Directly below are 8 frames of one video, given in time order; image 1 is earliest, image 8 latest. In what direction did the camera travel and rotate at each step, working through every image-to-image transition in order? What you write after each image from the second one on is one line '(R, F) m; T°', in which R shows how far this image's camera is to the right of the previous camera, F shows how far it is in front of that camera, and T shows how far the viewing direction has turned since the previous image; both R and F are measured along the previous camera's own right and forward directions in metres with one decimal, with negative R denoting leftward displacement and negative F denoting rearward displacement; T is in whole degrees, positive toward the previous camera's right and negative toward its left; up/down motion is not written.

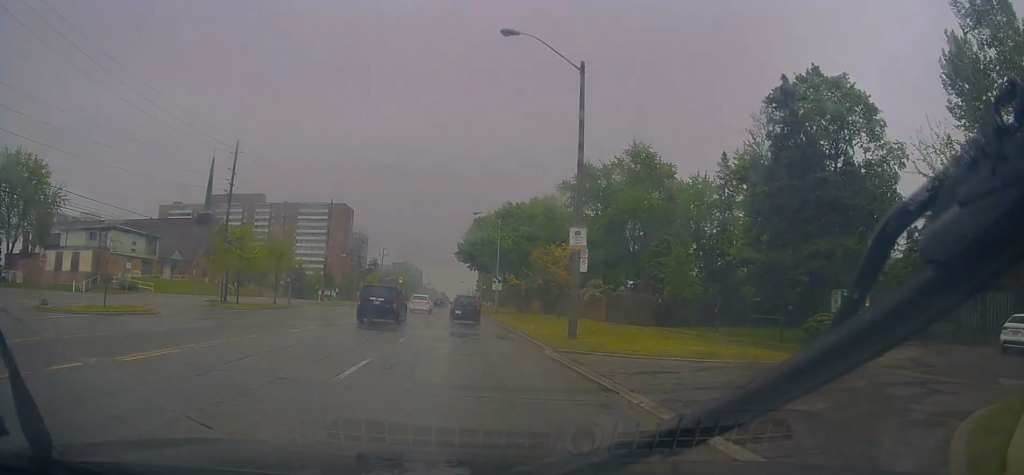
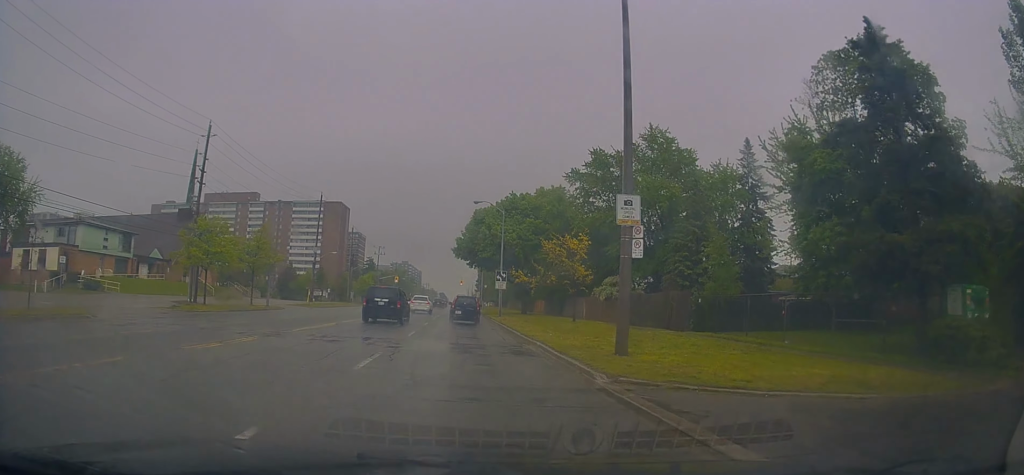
(+0.3, +6.1) m; +2°
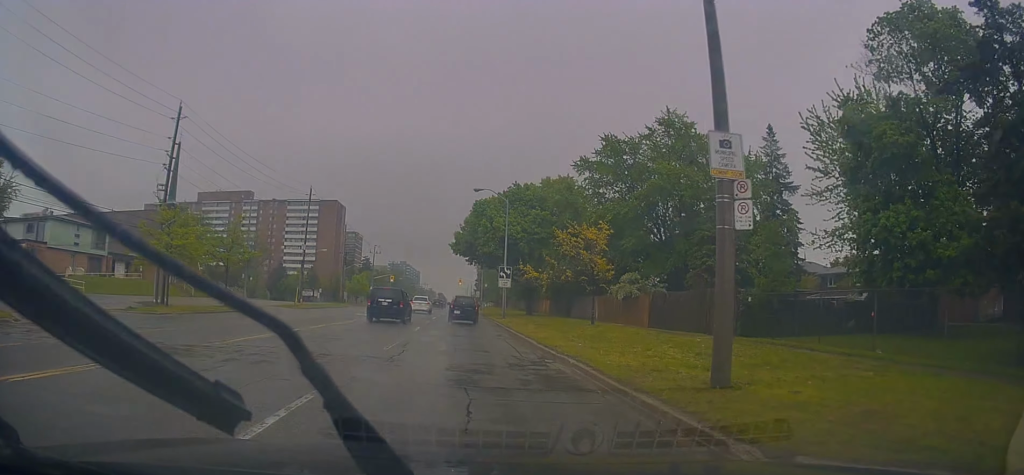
(0.0, +5.7) m; 0°
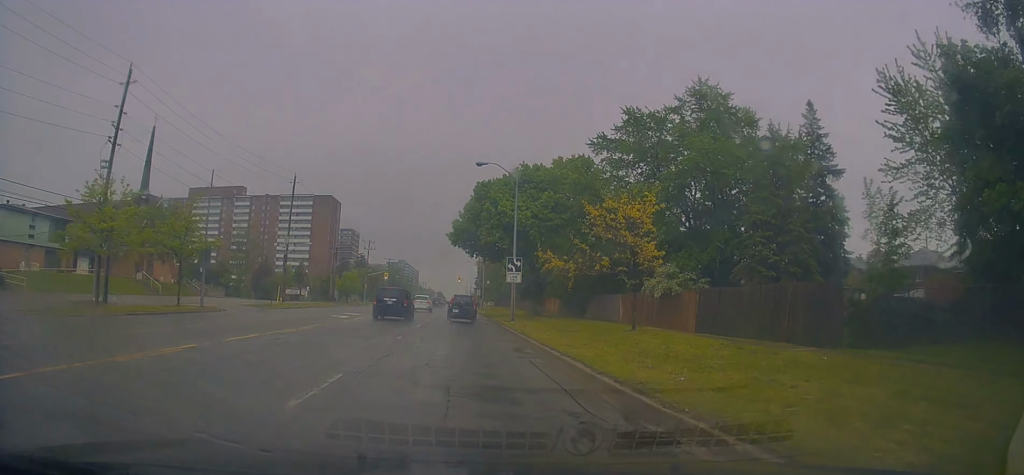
(0.0, +7.8) m; -1°
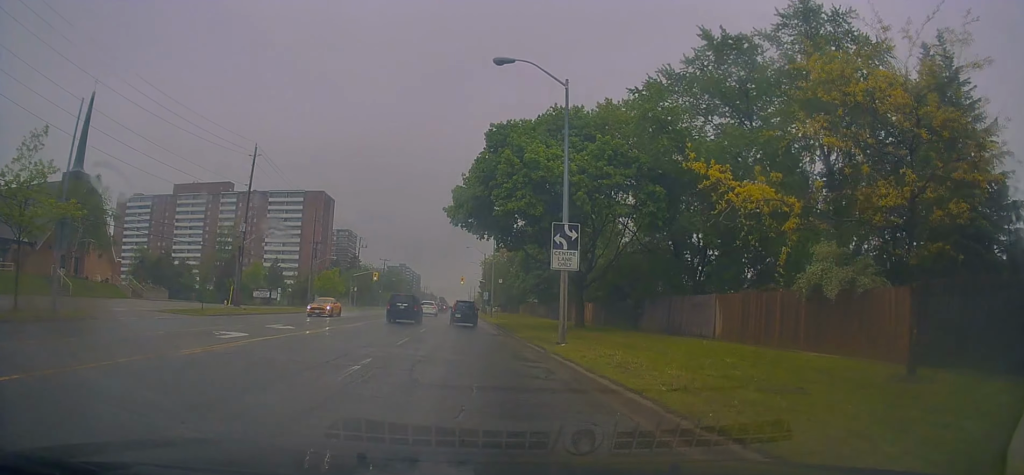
(-0.5, +16.1) m; -2°
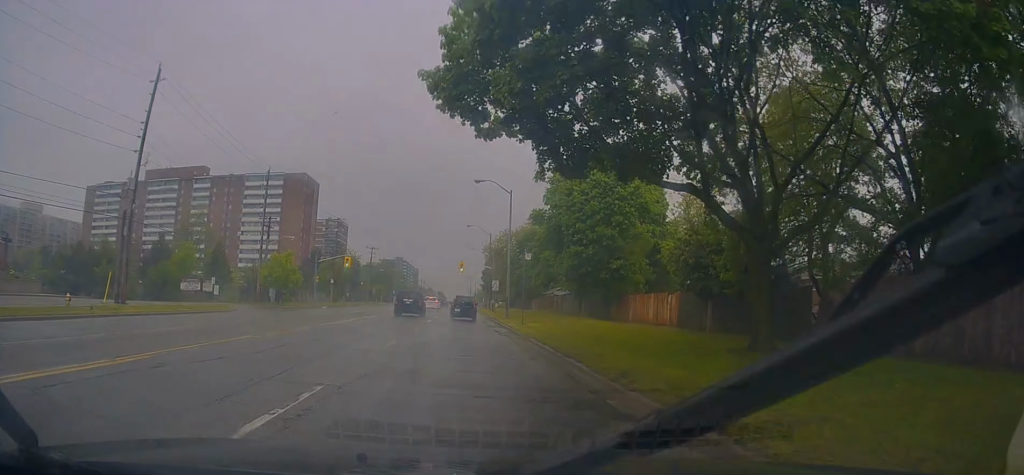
(+0.7, +21.1) m; +5°
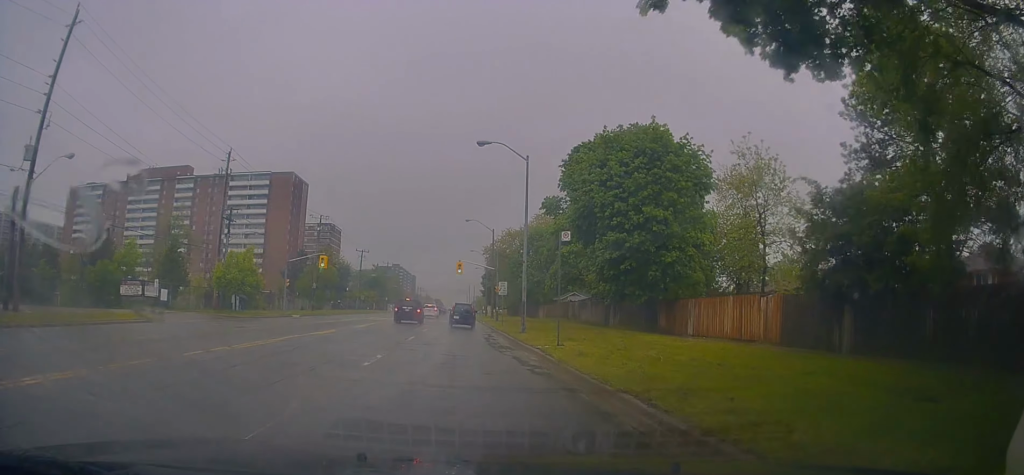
(+0.2, +11.2) m; 0°
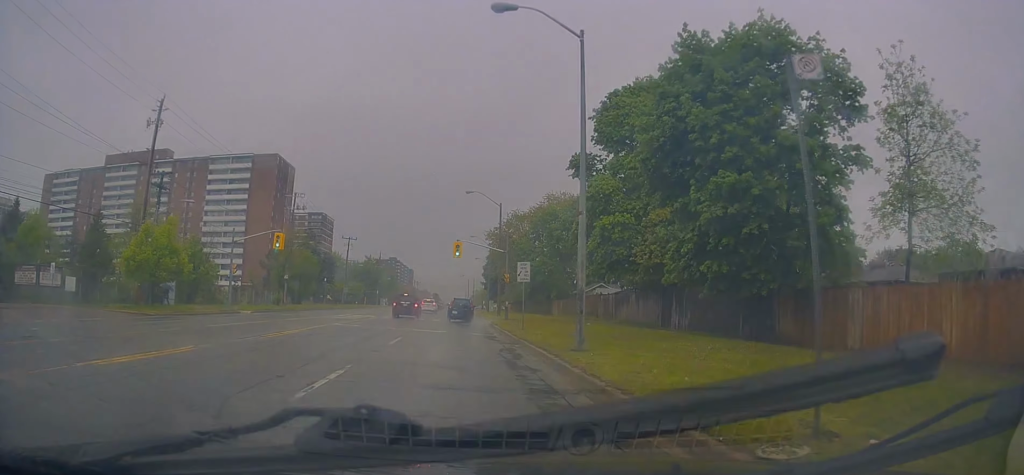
(-0.4, +13.4) m; -3°
